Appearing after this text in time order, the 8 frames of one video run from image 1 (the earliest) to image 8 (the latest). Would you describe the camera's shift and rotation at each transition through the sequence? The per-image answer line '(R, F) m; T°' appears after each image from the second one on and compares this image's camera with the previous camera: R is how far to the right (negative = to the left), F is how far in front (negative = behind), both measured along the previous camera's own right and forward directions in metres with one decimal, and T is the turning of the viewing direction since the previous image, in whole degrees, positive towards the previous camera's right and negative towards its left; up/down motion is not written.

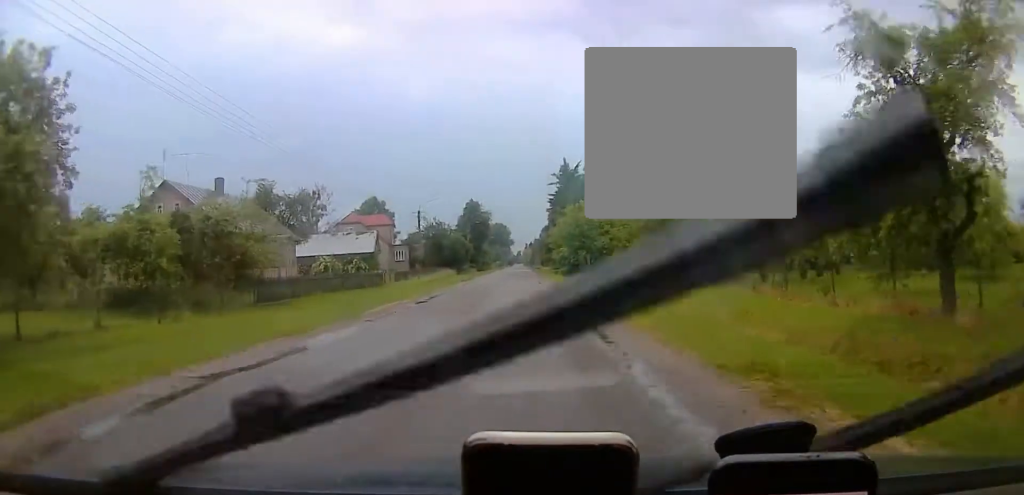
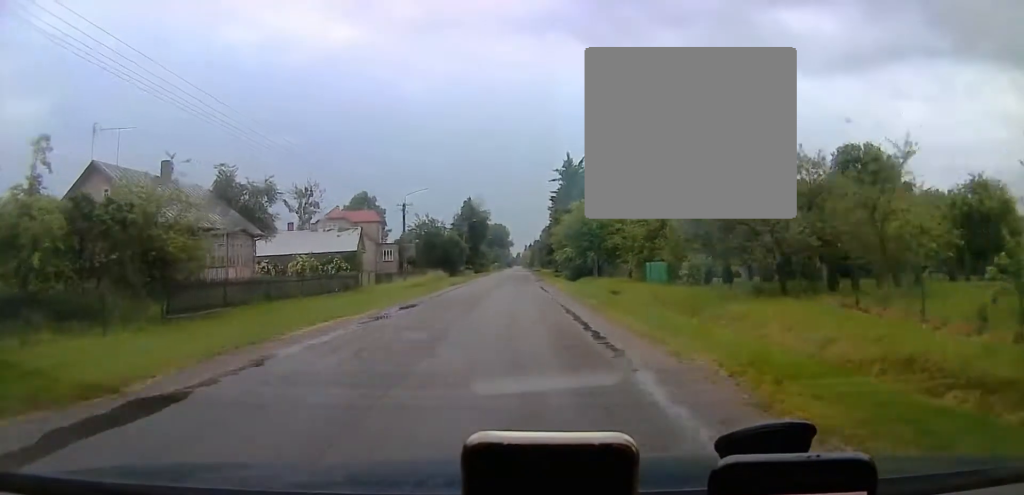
(0.0, +6.8) m; 0°
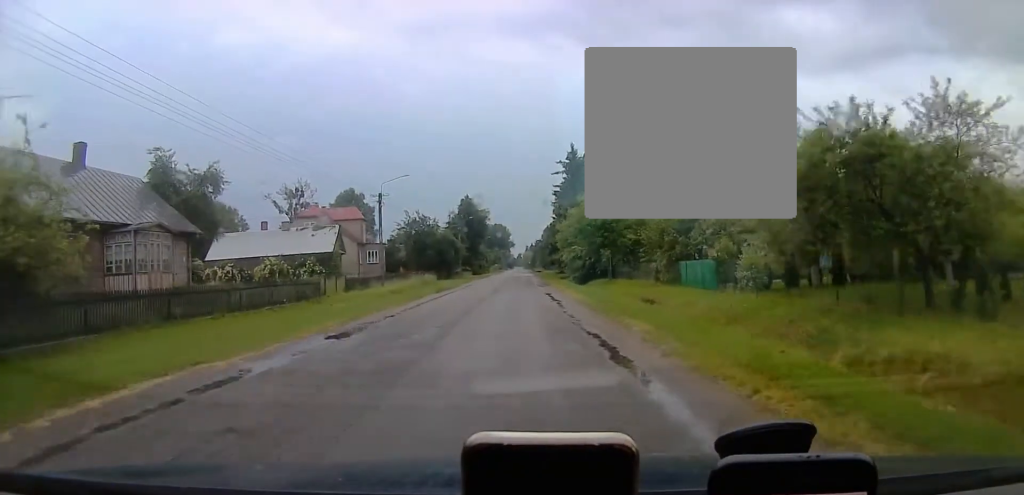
(0.0, +8.3) m; 0°
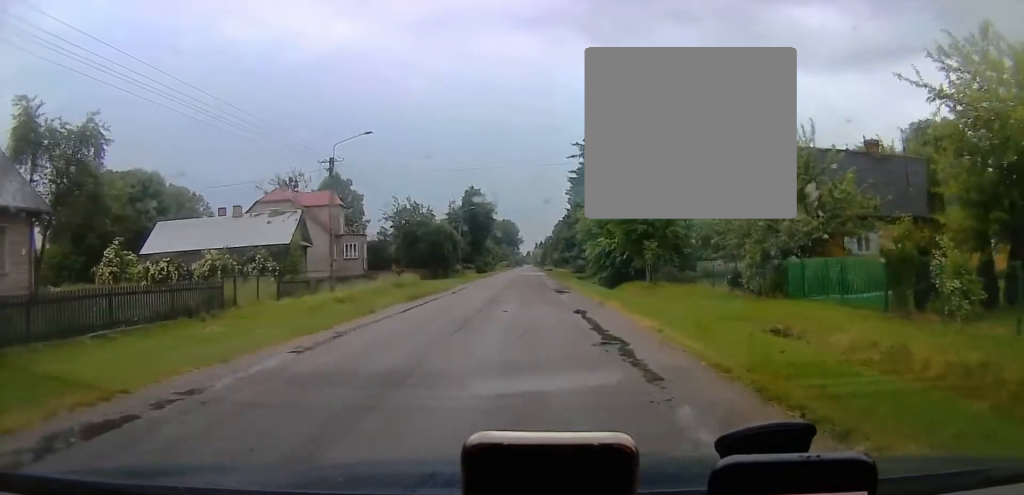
(0.0, +12.3) m; 0°
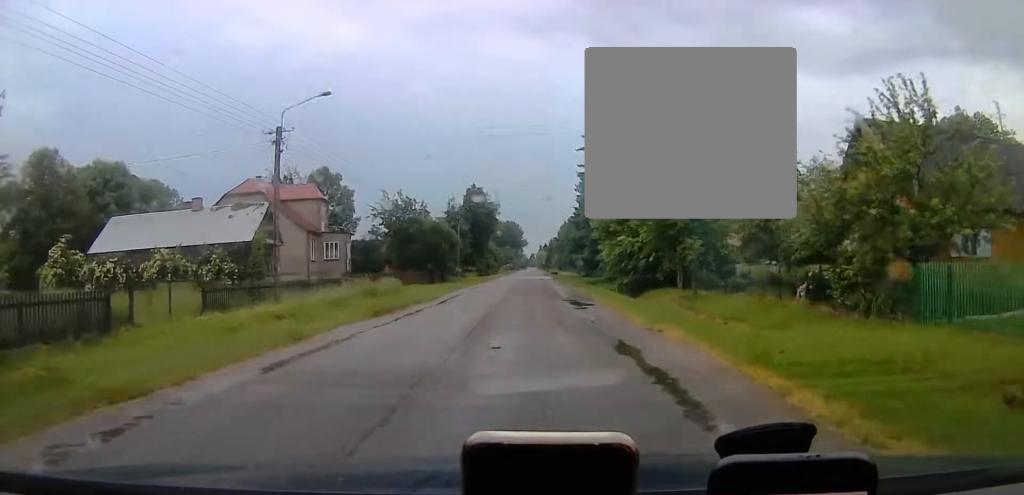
(0.0, +6.6) m; 0°
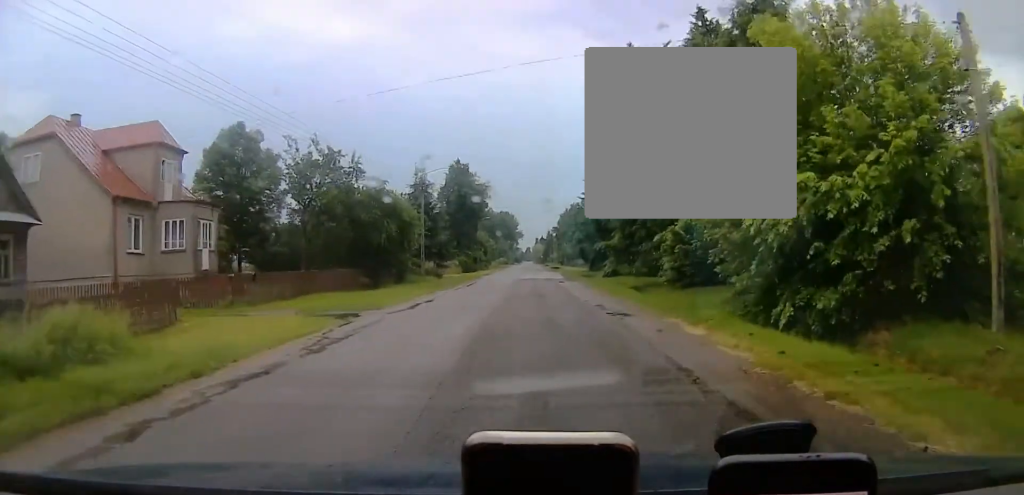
(0.0, +22.8) m; 0°
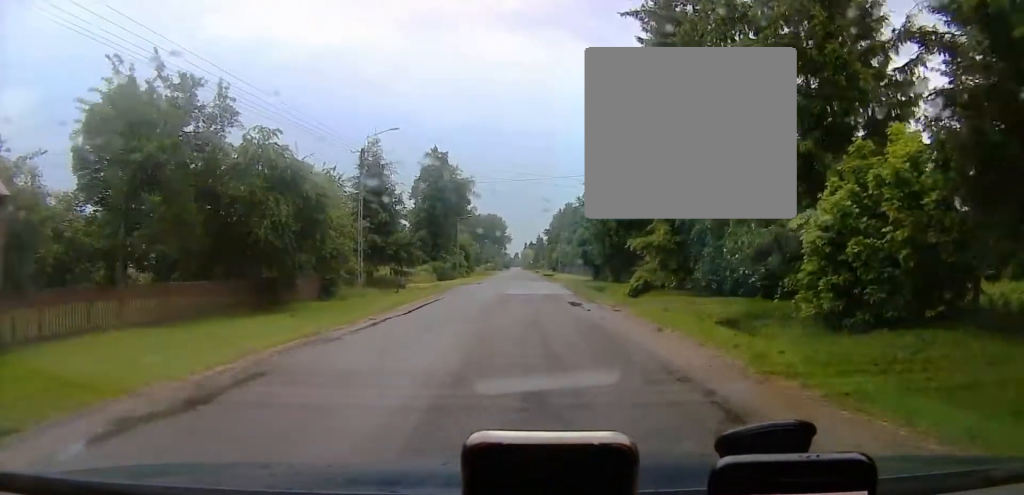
(0.0, +16.2) m; 0°
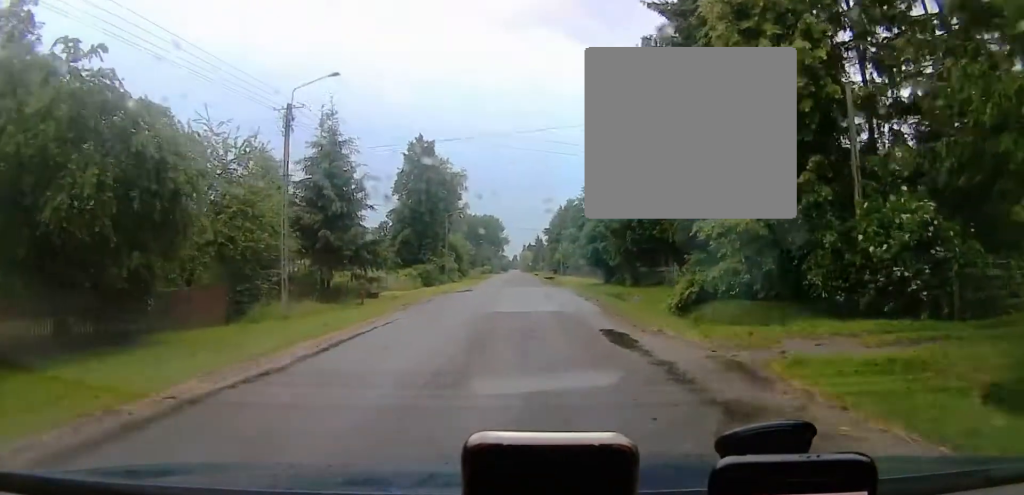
(0.0, +10.6) m; 0°
